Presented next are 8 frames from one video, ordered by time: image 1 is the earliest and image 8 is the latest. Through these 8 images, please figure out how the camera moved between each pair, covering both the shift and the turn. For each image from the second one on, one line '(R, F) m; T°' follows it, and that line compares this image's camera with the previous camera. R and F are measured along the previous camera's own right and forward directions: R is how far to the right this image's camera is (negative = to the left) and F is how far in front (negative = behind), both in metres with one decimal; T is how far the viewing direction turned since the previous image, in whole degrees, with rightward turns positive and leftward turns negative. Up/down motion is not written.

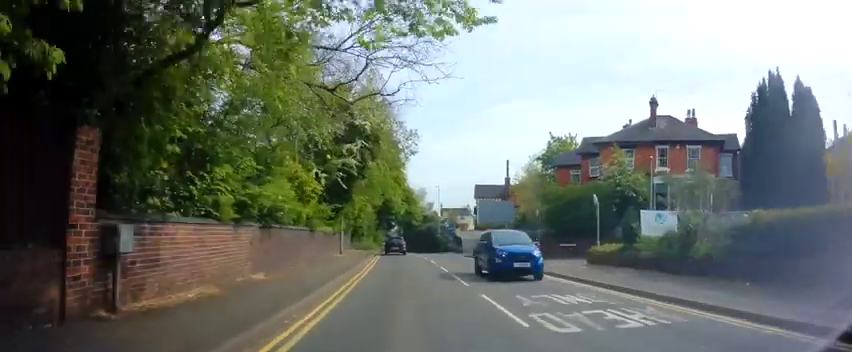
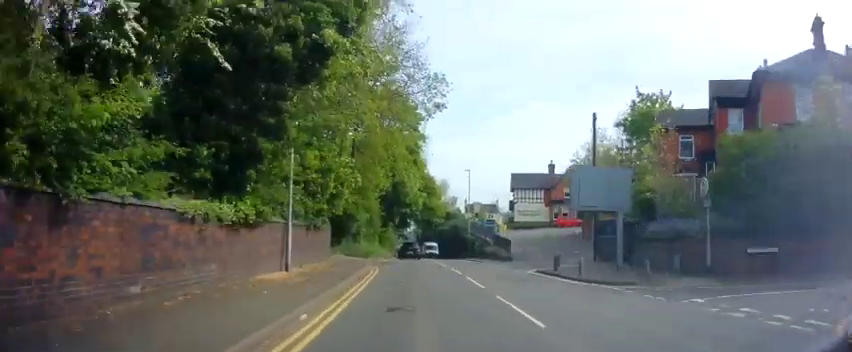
(-0.6, +17.7) m; -4°
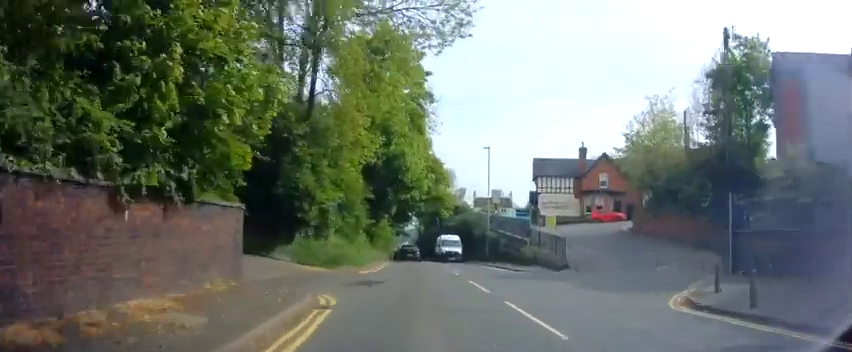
(-0.1, +12.8) m; 0°
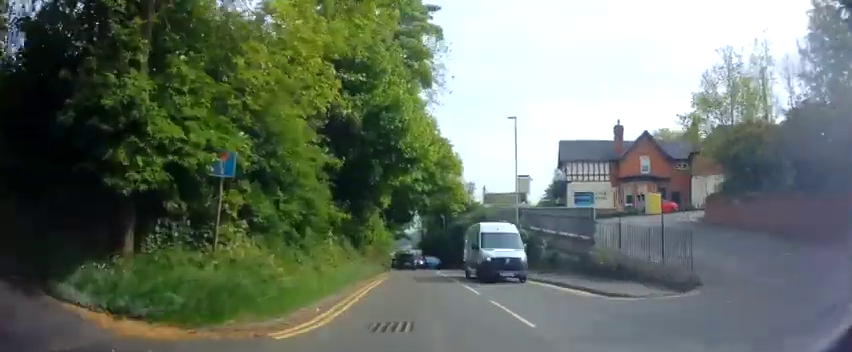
(+0.1, +11.2) m; 0°
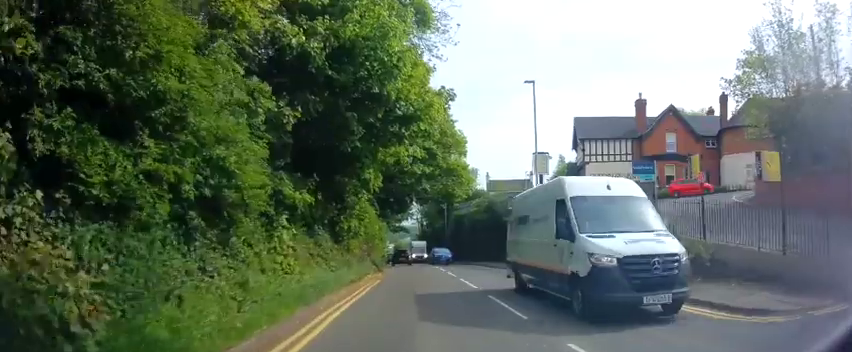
(-0.1, +5.8) m; -1°
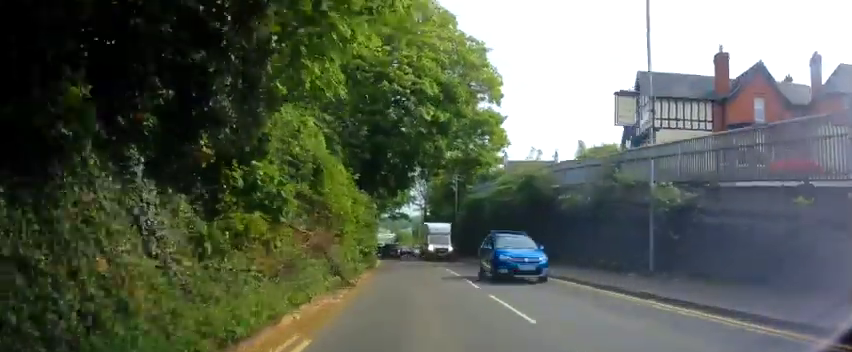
(-0.1, +12.5) m; +1°
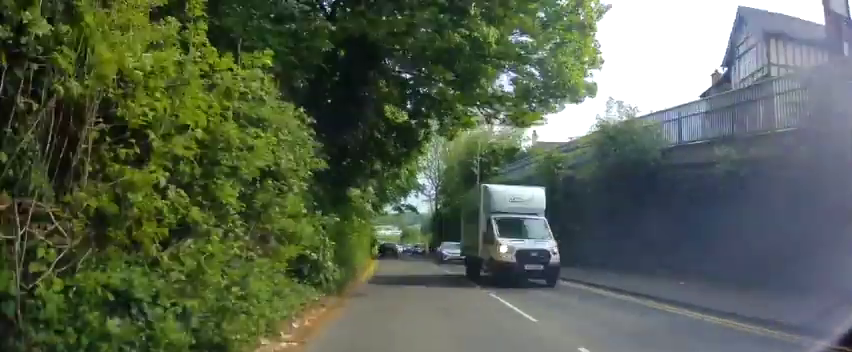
(+0.3, +11.4) m; 0°
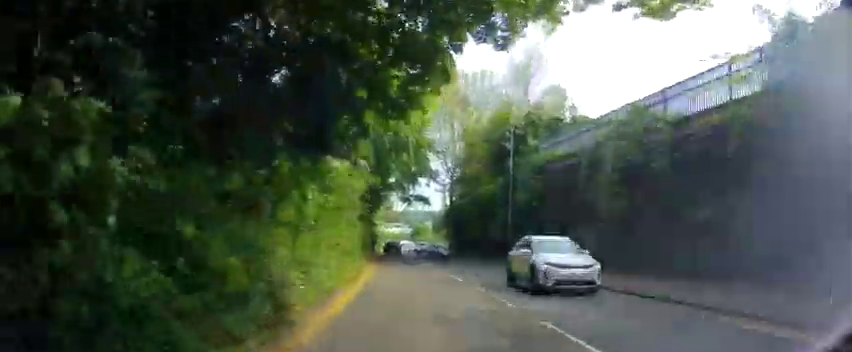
(-0.3, +9.7) m; -3°
